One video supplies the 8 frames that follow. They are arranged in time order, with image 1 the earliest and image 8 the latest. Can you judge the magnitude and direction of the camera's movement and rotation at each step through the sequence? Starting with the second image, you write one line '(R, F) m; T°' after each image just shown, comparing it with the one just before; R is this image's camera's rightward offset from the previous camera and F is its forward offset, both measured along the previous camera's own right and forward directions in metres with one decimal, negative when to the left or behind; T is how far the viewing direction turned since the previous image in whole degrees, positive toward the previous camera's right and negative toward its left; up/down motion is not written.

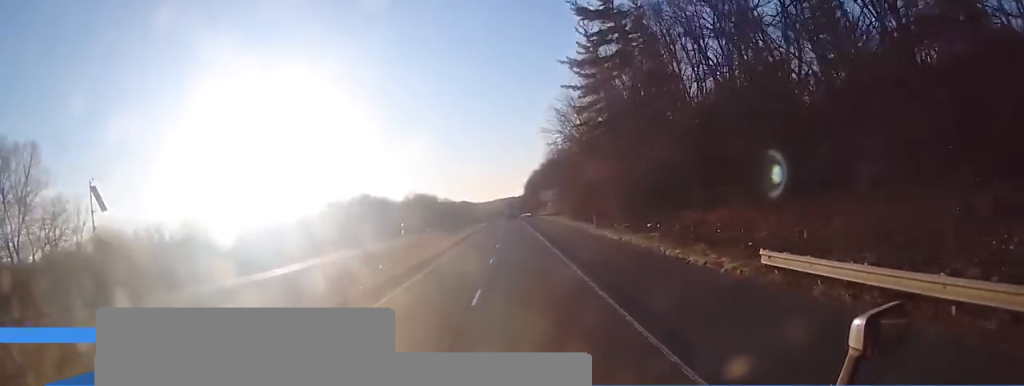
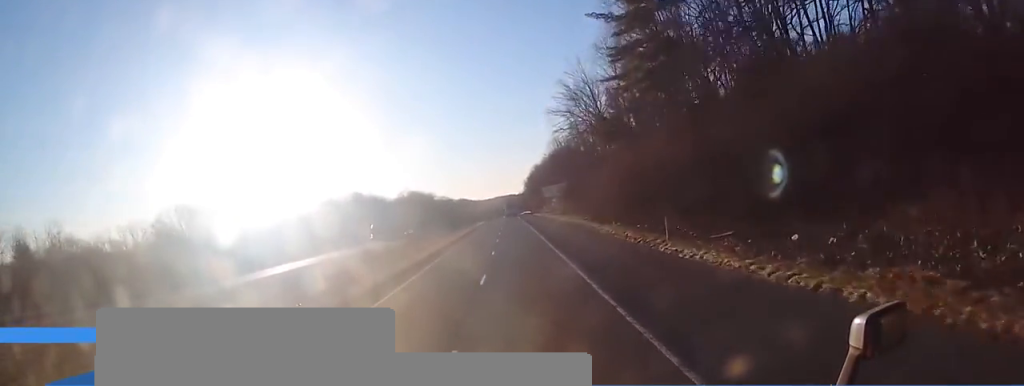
(-0.2, +19.7) m; 0°
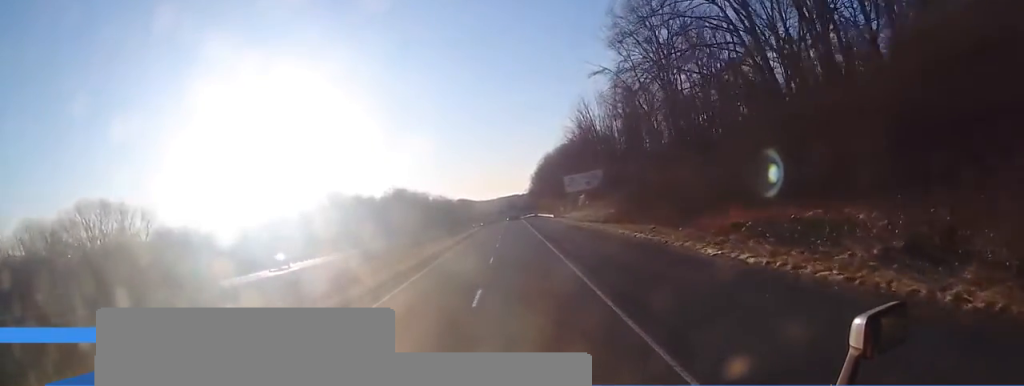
(+0.7, +53.5) m; 0°
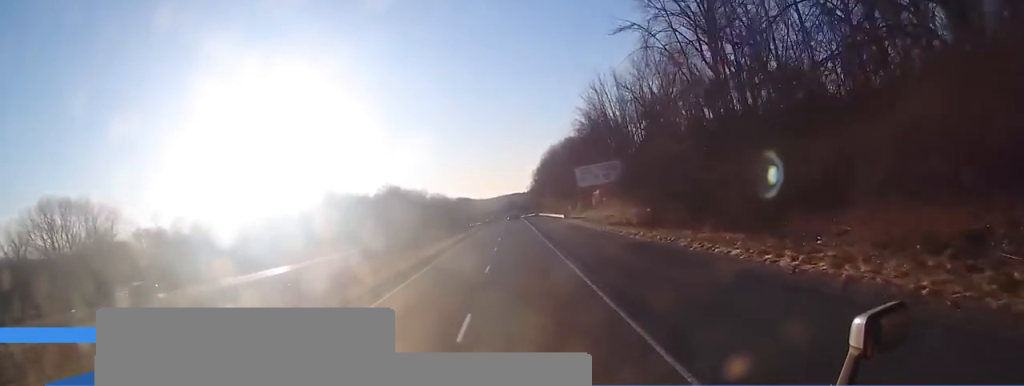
(+0.1, +16.4) m; -2°
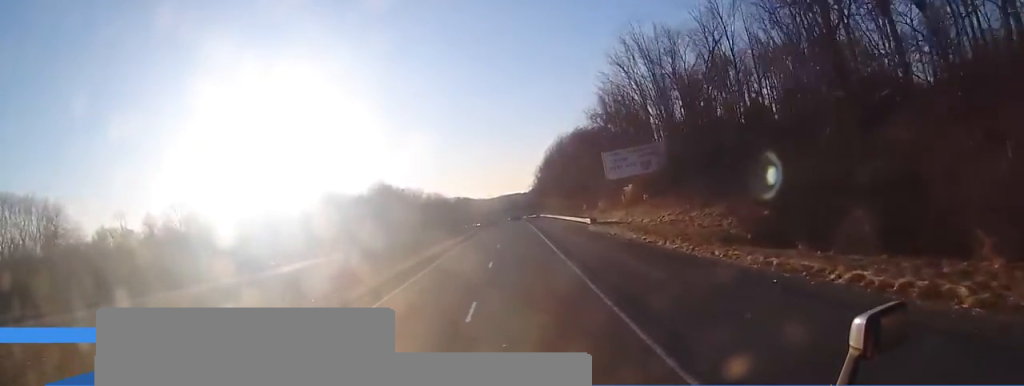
(-0.8, +22.1) m; -1°
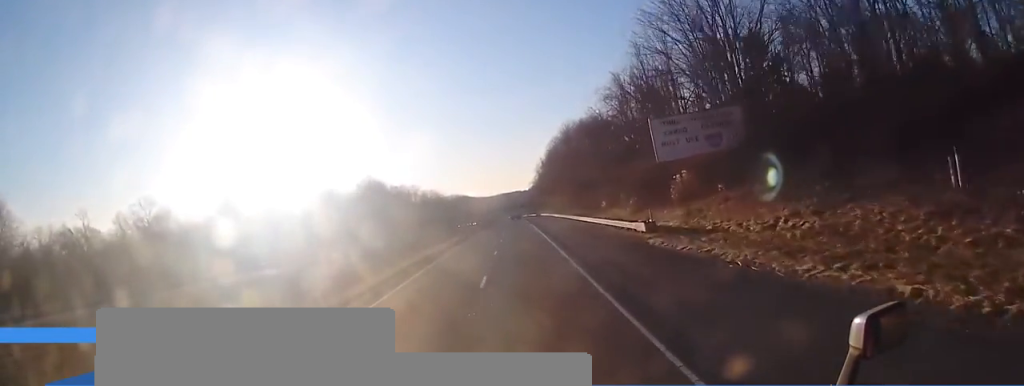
(+0.1, +19.2) m; +1°
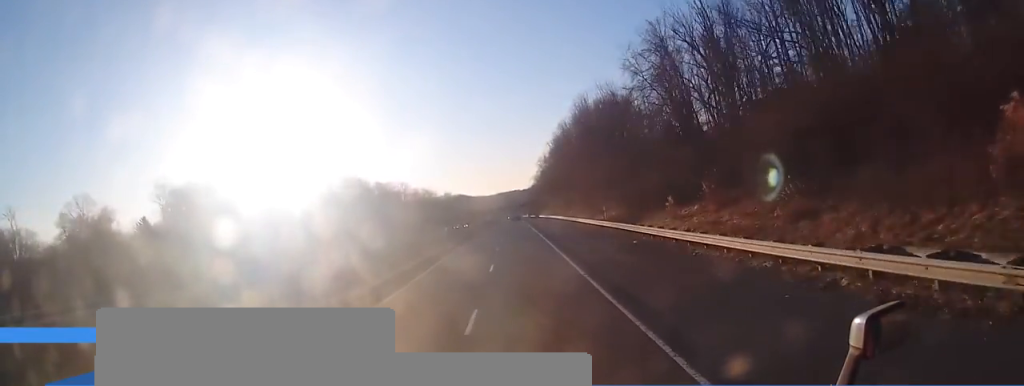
(+0.6, +30.3) m; +1°
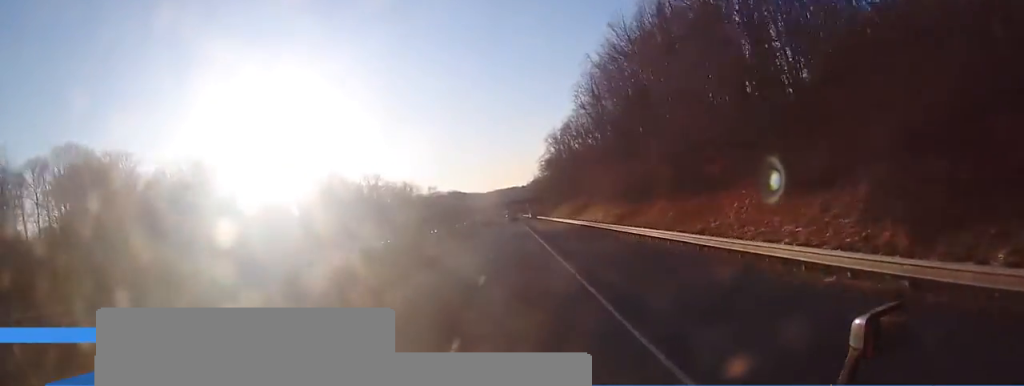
(+0.1, +64.5) m; +1°
